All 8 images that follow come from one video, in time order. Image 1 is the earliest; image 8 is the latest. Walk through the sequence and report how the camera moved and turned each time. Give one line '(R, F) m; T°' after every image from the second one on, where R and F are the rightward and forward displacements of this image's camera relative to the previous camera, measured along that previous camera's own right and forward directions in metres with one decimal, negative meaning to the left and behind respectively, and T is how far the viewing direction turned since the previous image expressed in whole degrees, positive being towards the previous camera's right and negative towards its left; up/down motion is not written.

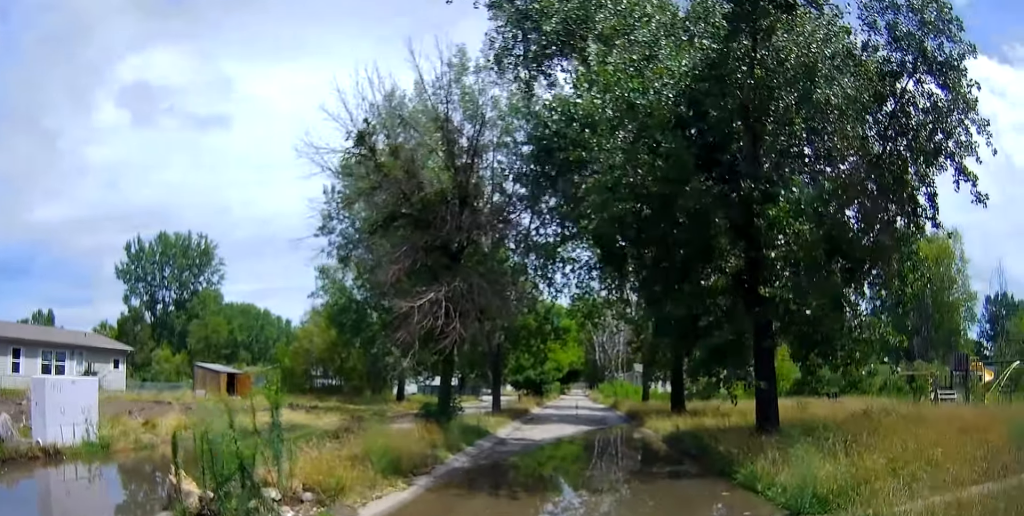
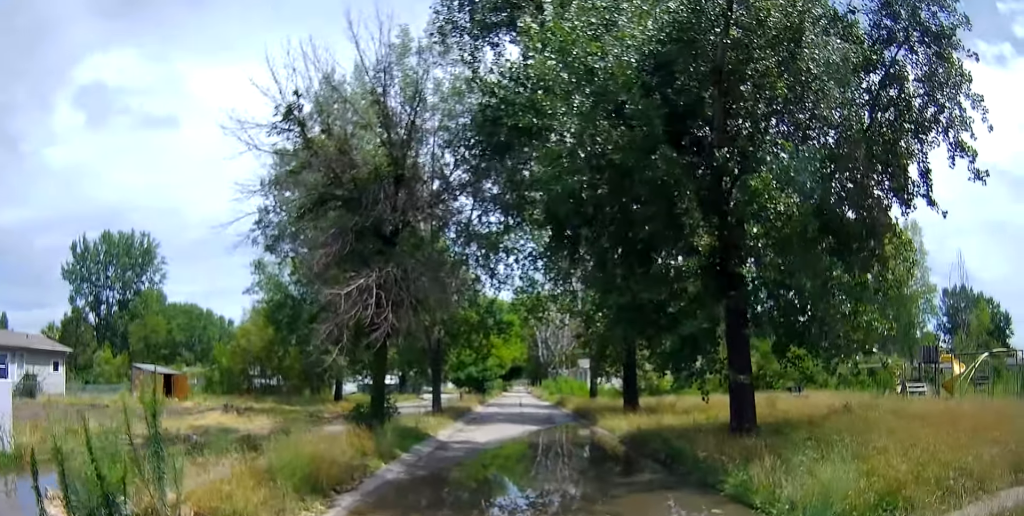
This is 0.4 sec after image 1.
(0.0, +1.7) m; 0°
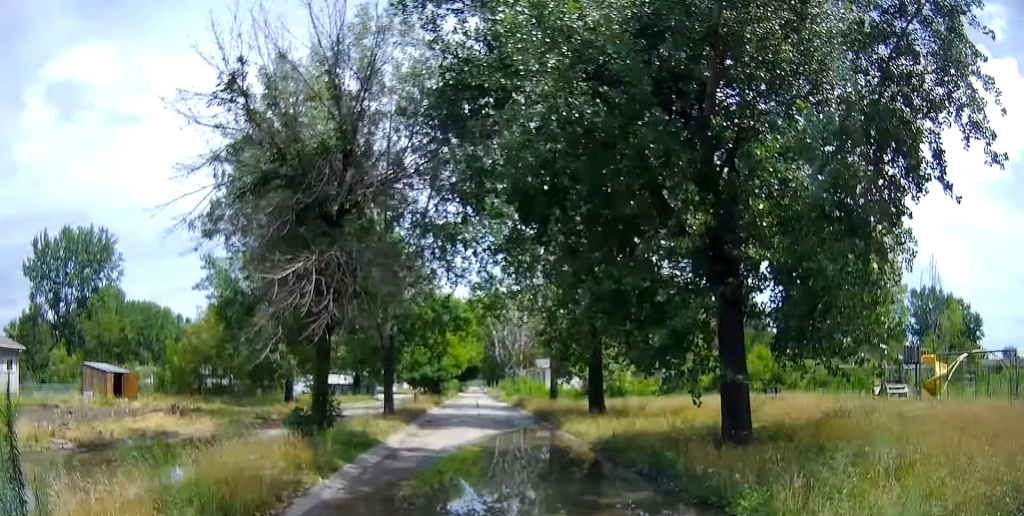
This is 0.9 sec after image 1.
(0.0, +1.7) m; 0°
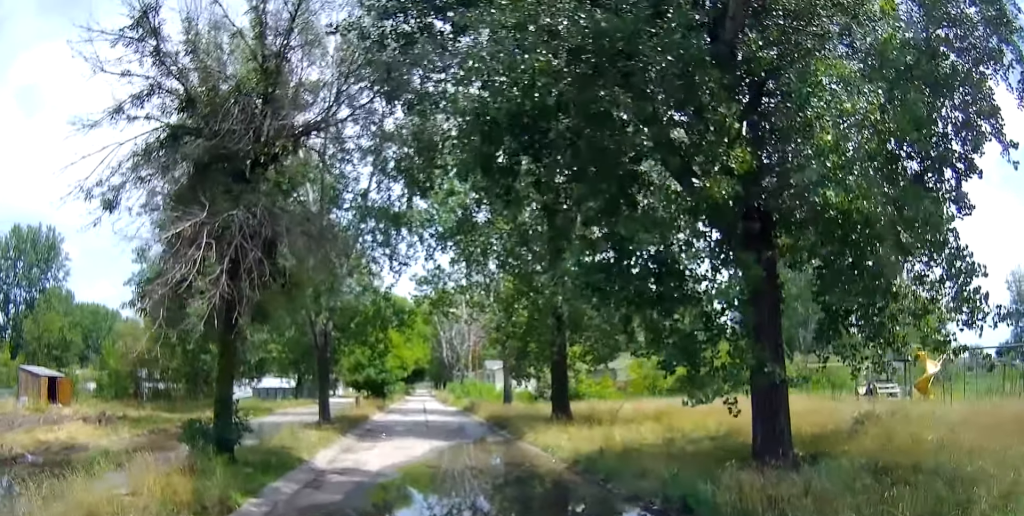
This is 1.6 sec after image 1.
(0.0, +2.9) m; +5°
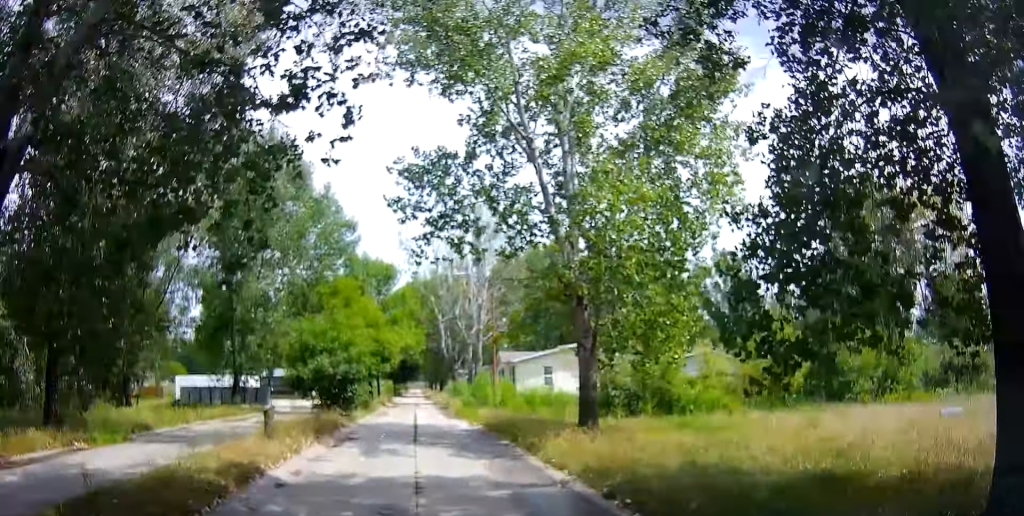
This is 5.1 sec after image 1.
(+3.6, +15.4) m; +11°
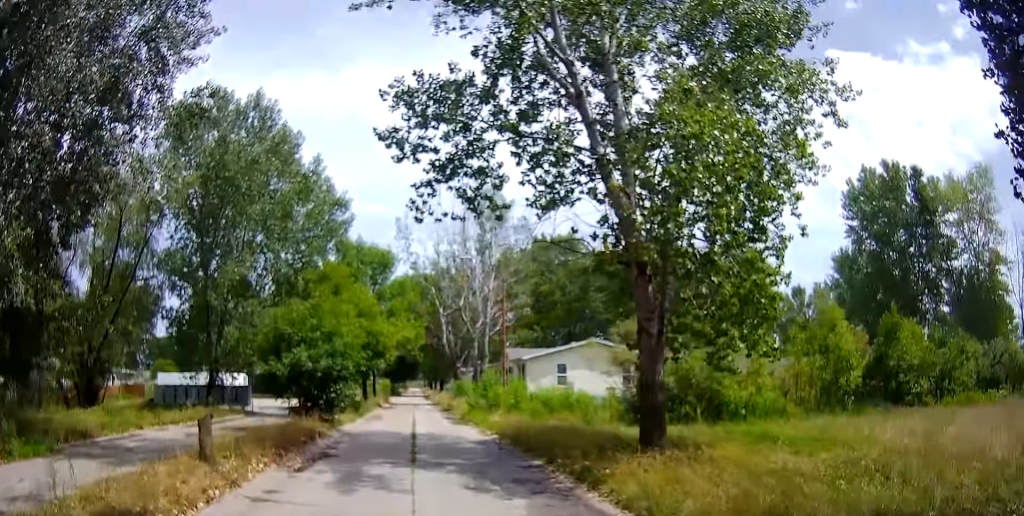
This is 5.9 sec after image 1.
(-0.7, +4.1) m; -4°
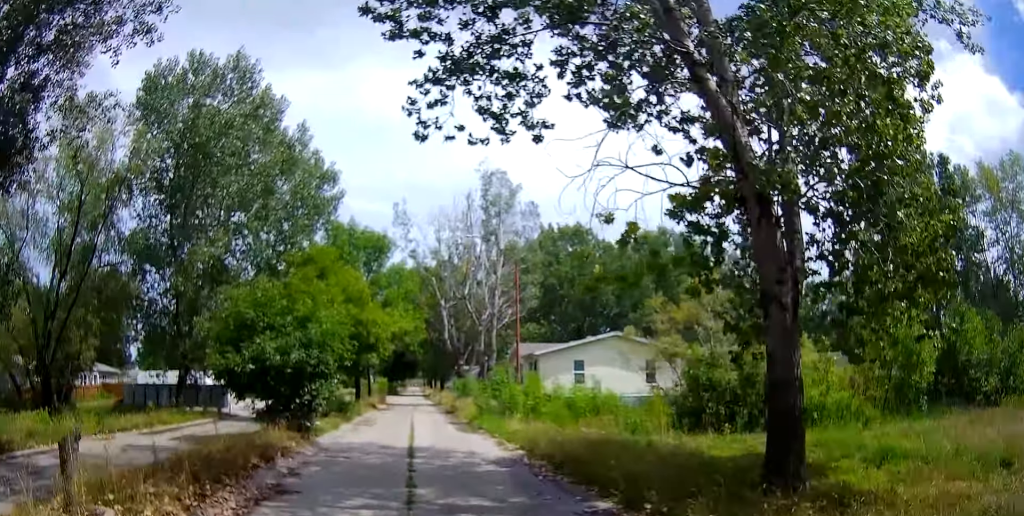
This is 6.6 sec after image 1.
(+0.1, +4.2) m; +2°
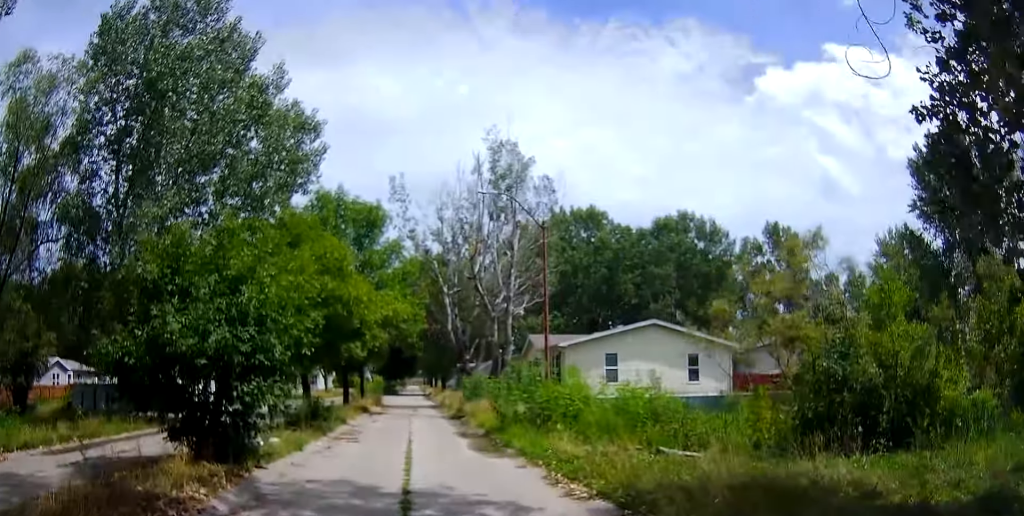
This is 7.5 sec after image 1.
(+0.2, +5.7) m; +2°
